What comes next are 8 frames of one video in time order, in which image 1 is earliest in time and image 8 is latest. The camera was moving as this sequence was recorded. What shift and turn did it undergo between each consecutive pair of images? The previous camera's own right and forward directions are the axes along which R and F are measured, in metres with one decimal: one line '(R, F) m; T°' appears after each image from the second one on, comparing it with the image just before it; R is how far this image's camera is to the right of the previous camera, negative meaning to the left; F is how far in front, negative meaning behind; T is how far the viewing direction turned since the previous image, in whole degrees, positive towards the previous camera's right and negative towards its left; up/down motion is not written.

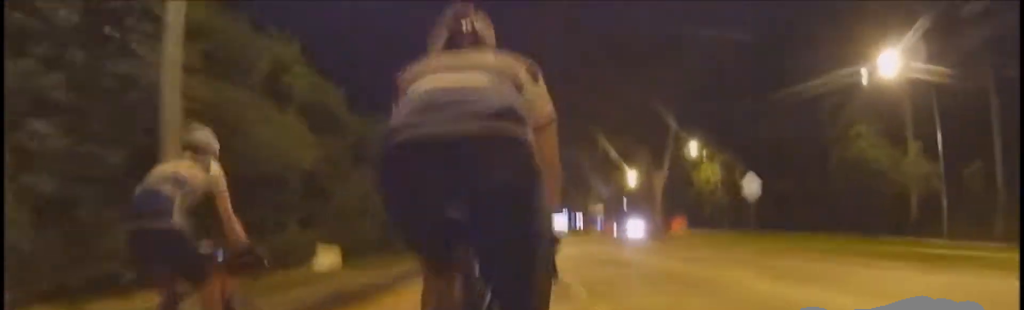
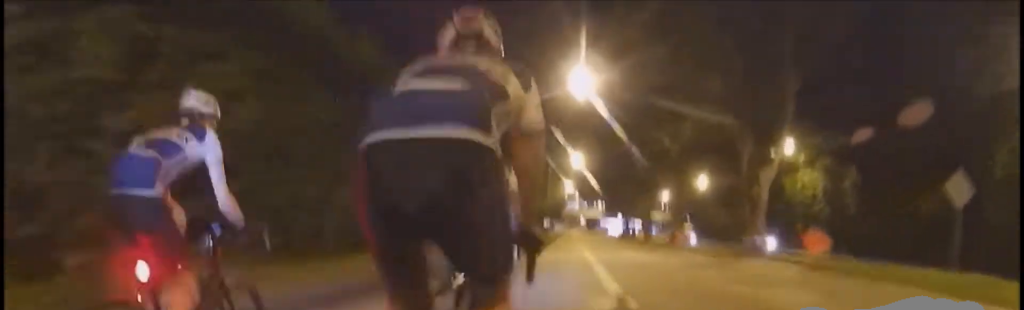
(0.0, +13.0) m; 0°
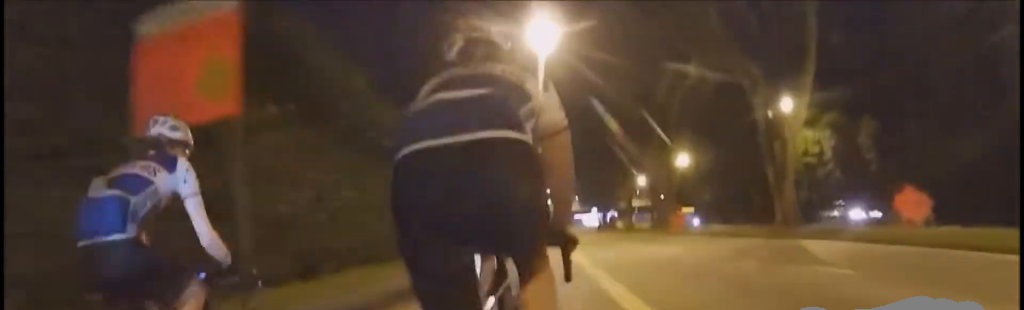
(0.0, +7.6) m; 0°
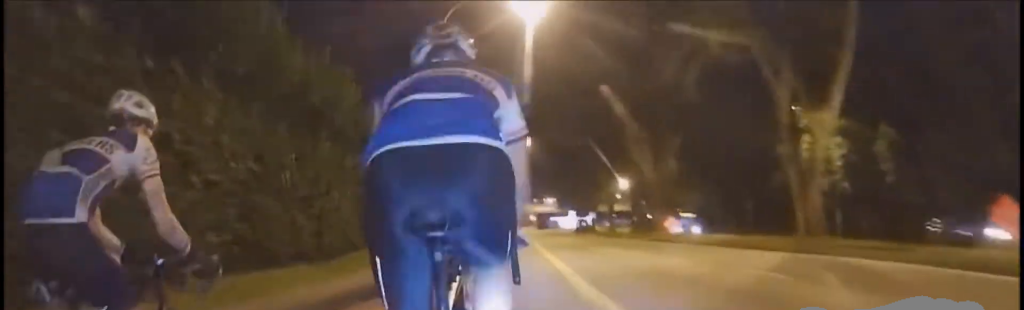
(0.0, +4.5) m; 0°
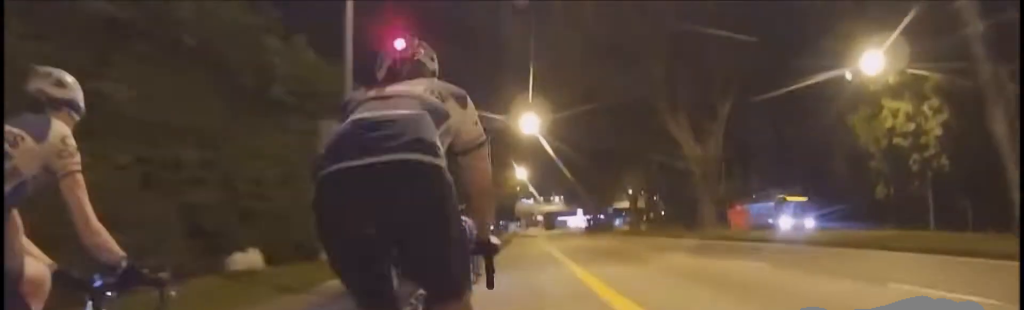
(0.0, +10.9) m; 0°
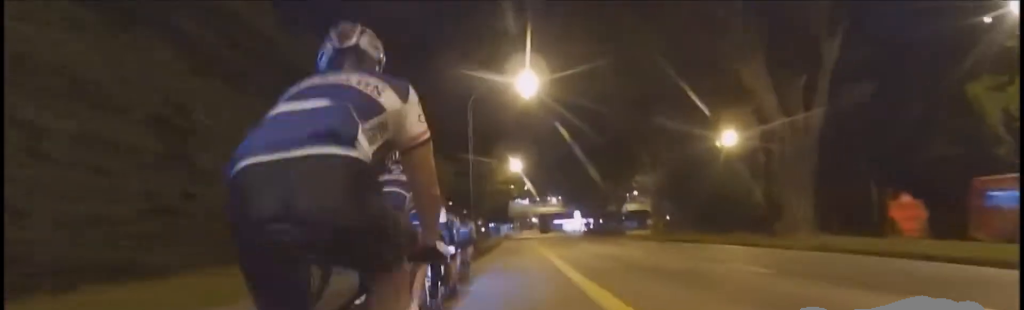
(0.0, +12.6) m; 0°
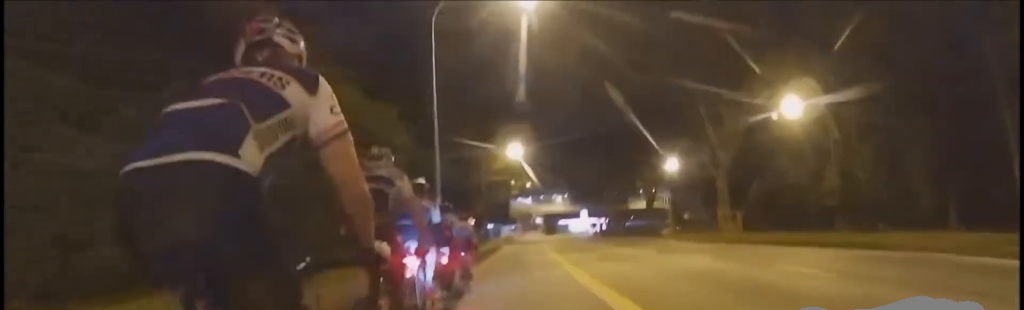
(0.0, +13.9) m; 0°
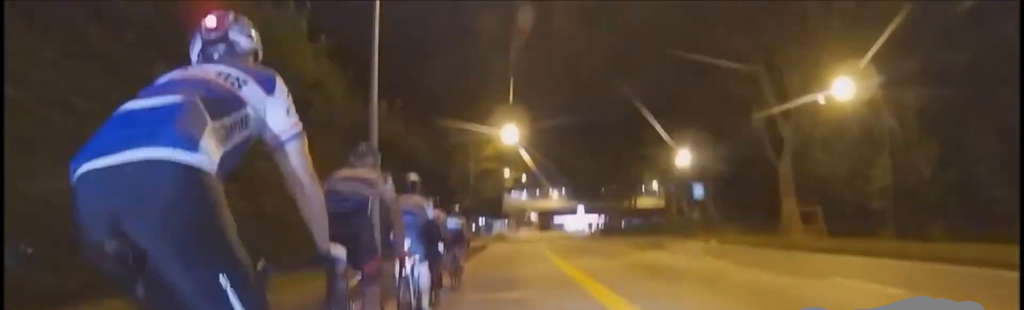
(0.0, +8.1) m; -3°
